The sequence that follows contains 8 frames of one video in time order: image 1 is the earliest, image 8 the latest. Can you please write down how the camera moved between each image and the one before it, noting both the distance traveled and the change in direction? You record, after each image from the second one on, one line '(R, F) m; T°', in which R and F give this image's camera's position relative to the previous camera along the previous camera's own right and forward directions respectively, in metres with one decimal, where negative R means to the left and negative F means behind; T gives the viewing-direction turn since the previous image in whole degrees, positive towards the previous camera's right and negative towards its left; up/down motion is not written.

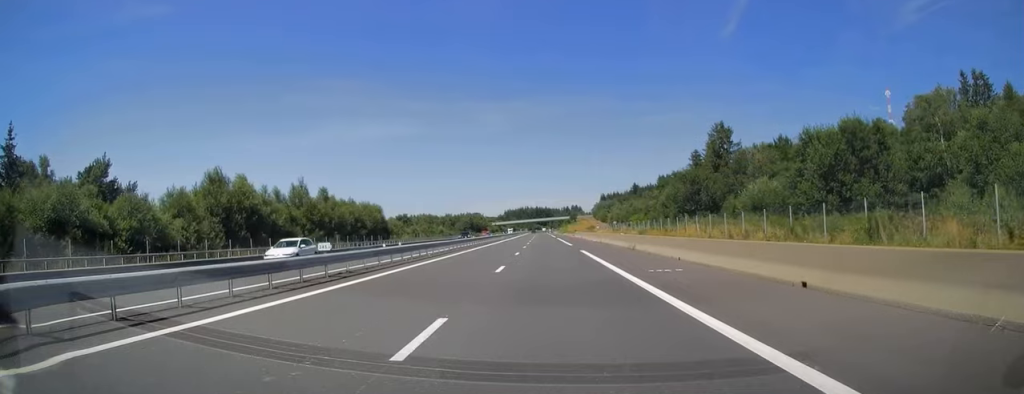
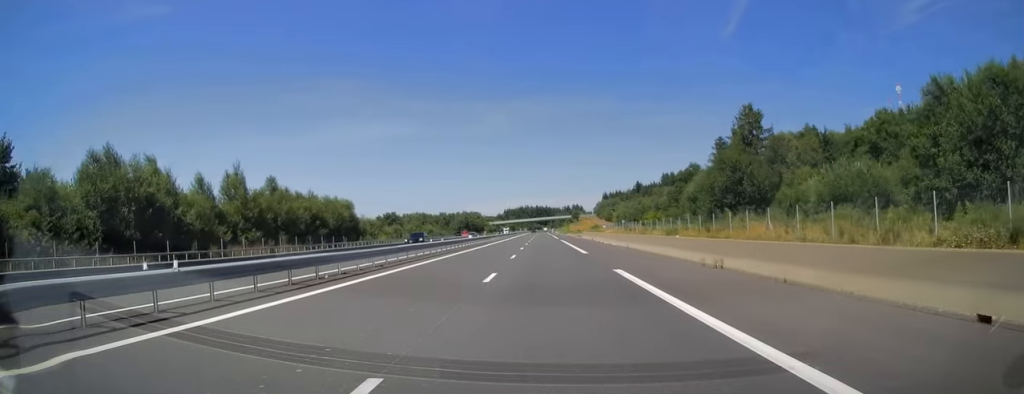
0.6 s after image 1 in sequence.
(0.0, +16.8) m; 0°
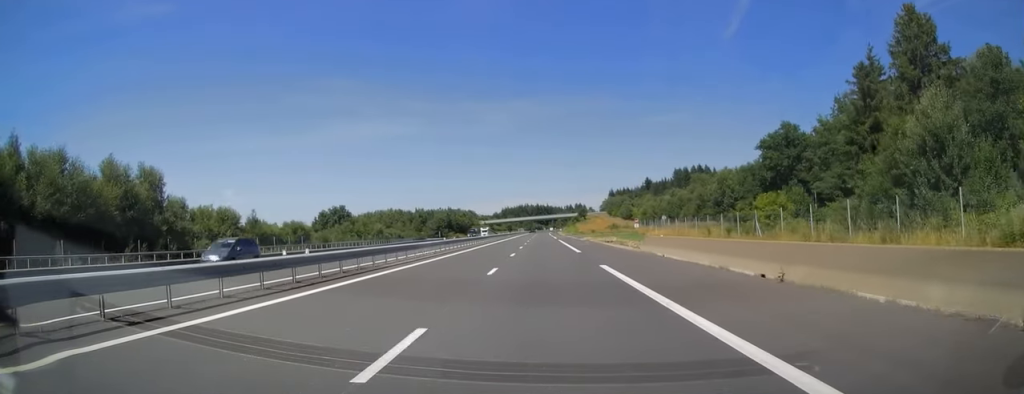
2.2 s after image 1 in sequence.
(-0.2, +49.4) m; 0°
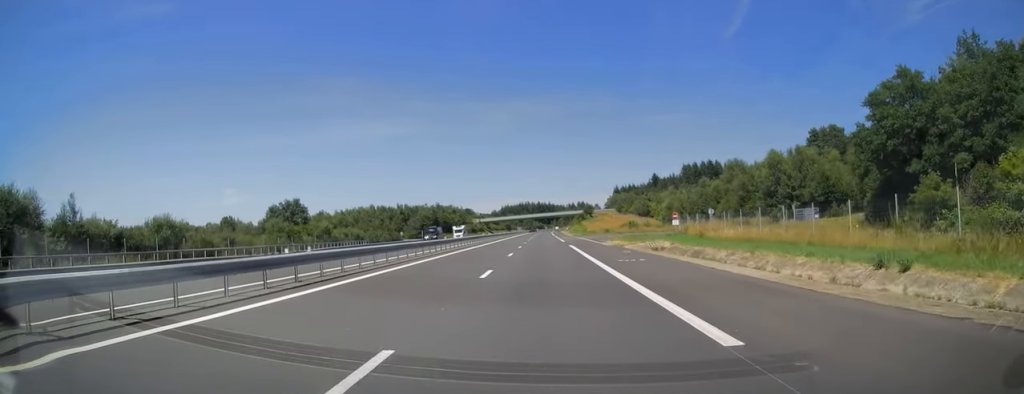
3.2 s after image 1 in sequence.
(0.0, +27.7) m; 0°
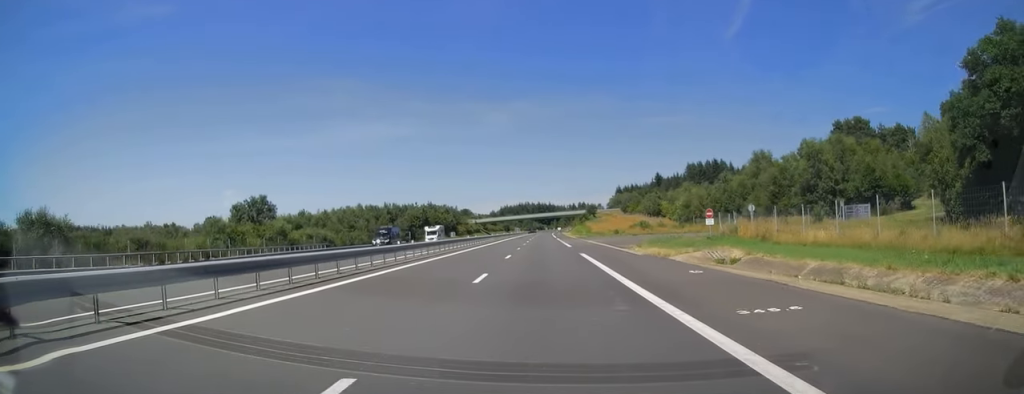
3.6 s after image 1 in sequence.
(0.0, +14.3) m; 0°
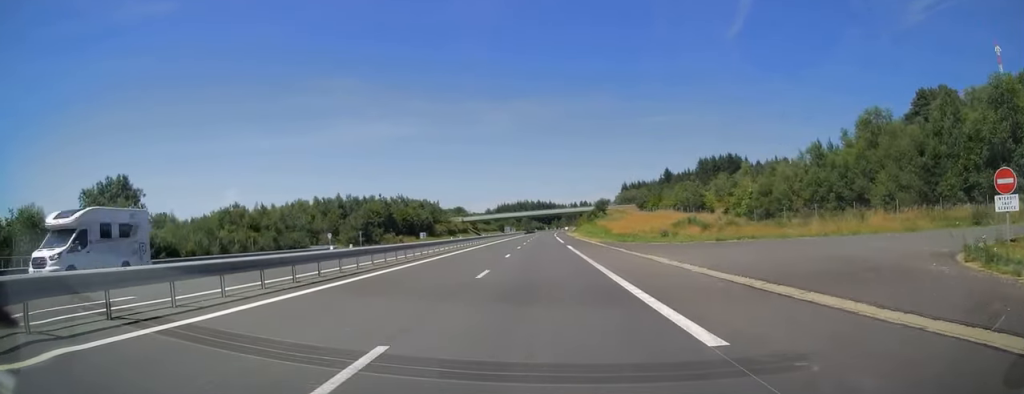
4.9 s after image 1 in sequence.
(-0.1, +37.6) m; 0°
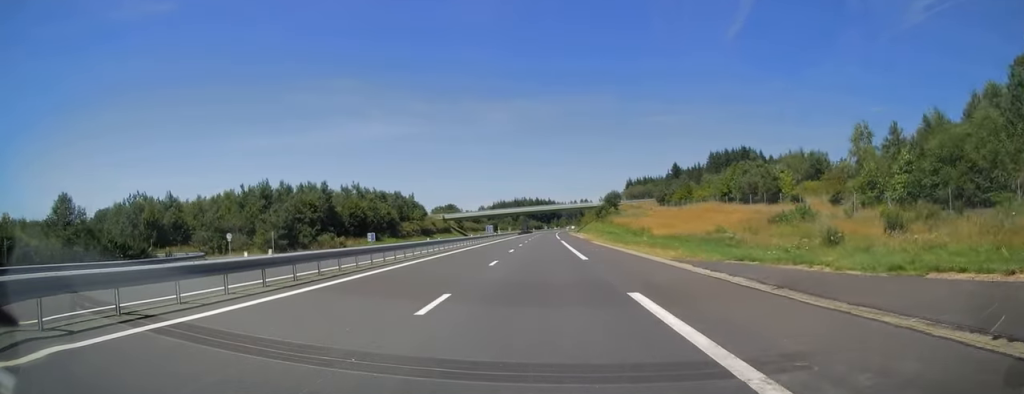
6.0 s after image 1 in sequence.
(0.0, +33.5) m; 0°
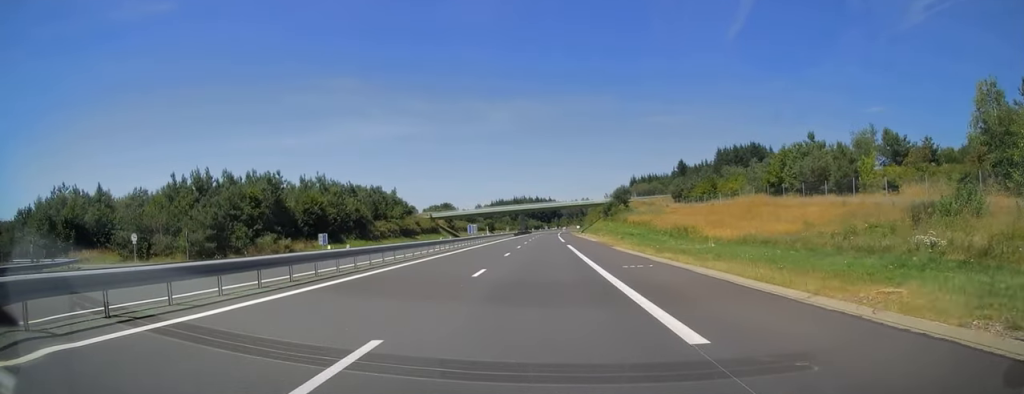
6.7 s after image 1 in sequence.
(-0.1, +18.3) m; 0°
